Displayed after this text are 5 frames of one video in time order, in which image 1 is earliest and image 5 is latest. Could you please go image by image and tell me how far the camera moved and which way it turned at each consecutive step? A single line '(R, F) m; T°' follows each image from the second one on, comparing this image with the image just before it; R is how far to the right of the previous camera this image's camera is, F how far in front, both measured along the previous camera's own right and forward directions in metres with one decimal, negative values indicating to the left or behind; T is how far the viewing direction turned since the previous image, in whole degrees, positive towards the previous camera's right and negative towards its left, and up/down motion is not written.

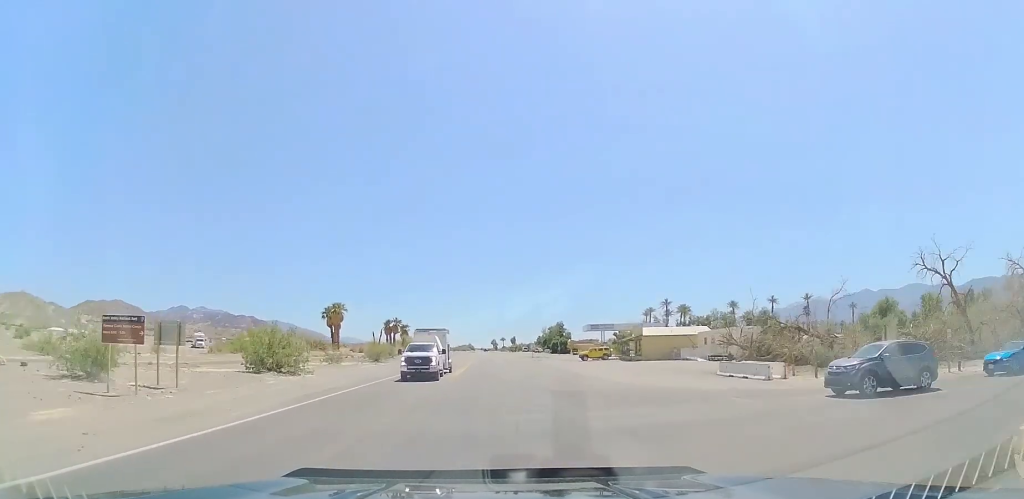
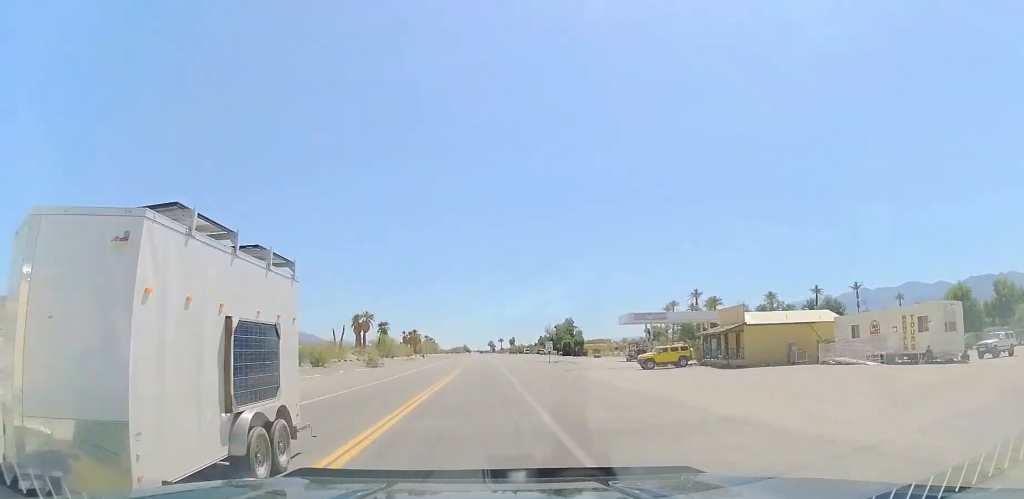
(+0.4, +31.7) m; +1°
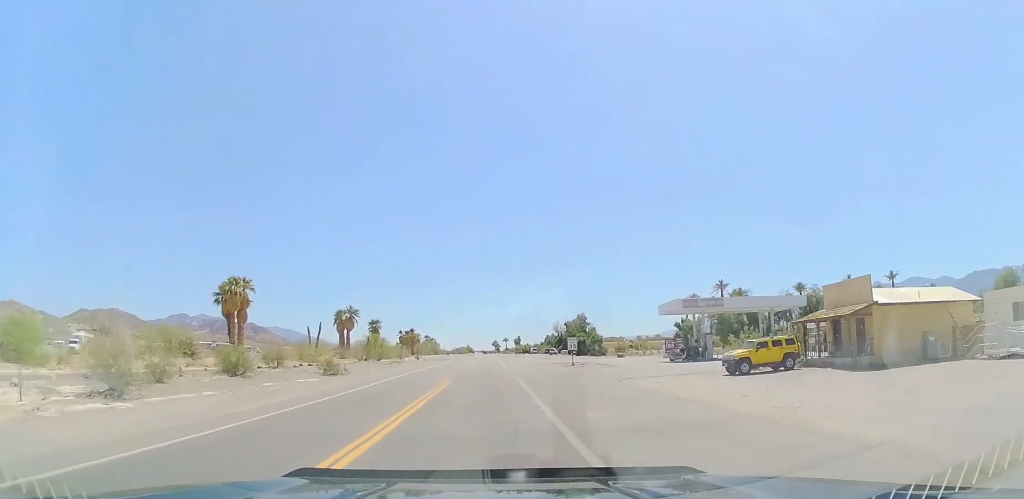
(+0.1, +16.3) m; +2°
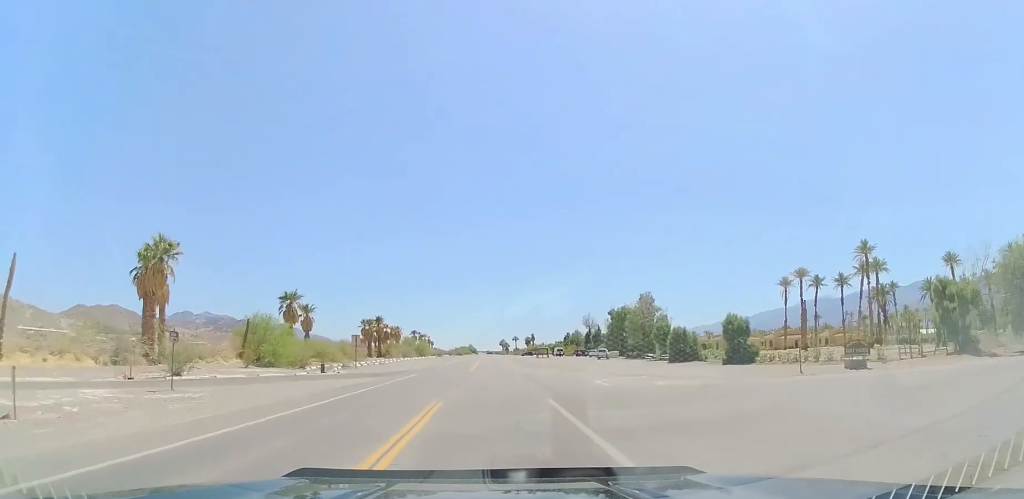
(-0.7, +62.9) m; -5°
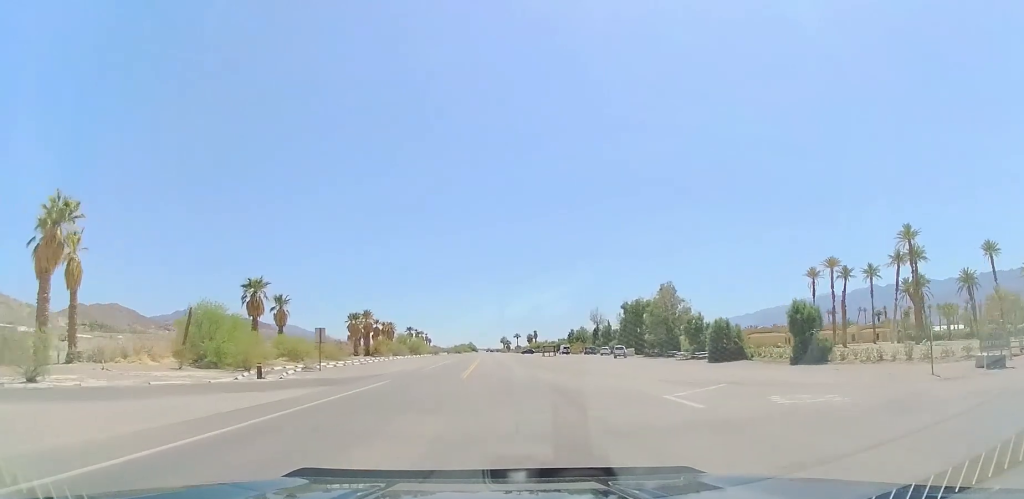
(-0.2, +12.1) m; -1°
